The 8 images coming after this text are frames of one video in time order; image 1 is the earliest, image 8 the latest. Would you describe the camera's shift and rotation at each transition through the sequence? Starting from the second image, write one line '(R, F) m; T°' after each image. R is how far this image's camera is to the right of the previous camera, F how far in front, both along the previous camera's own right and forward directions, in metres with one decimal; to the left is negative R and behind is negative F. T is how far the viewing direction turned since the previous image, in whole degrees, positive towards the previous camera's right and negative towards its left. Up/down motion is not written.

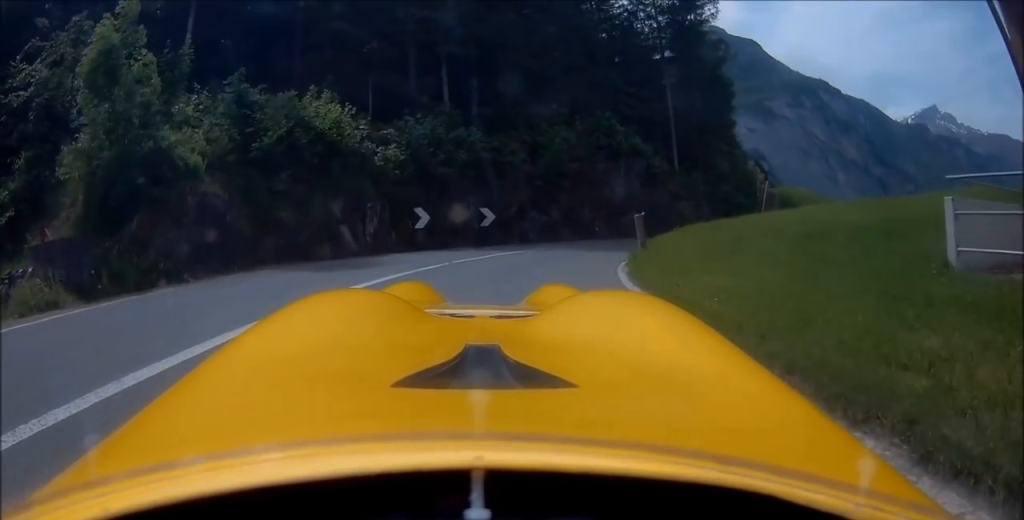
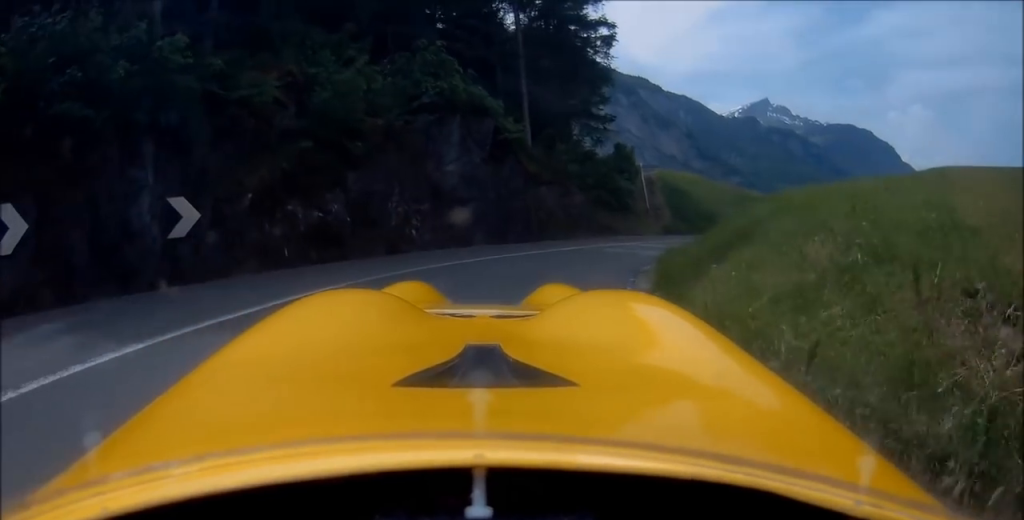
(+2.2, +13.4) m; +12°
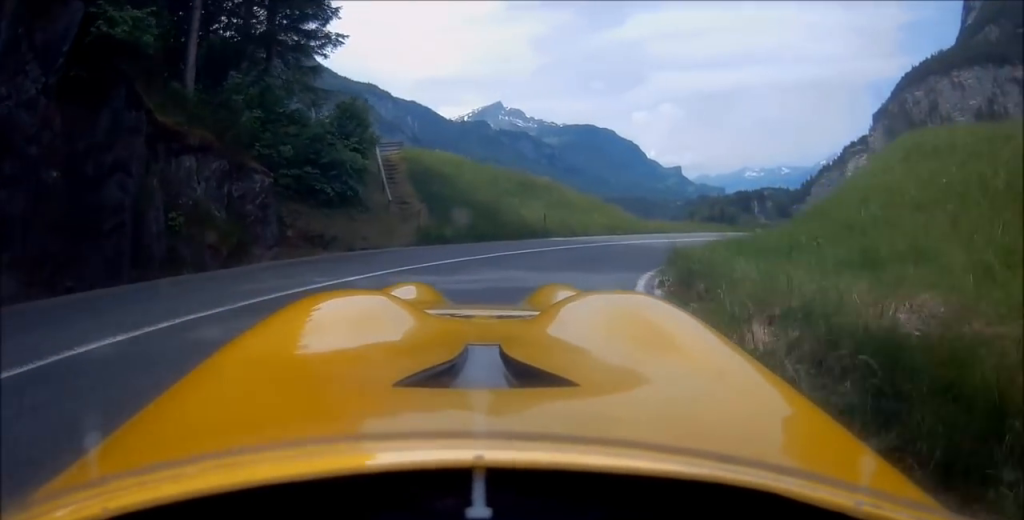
(+0.8, +13.5) m; +14°
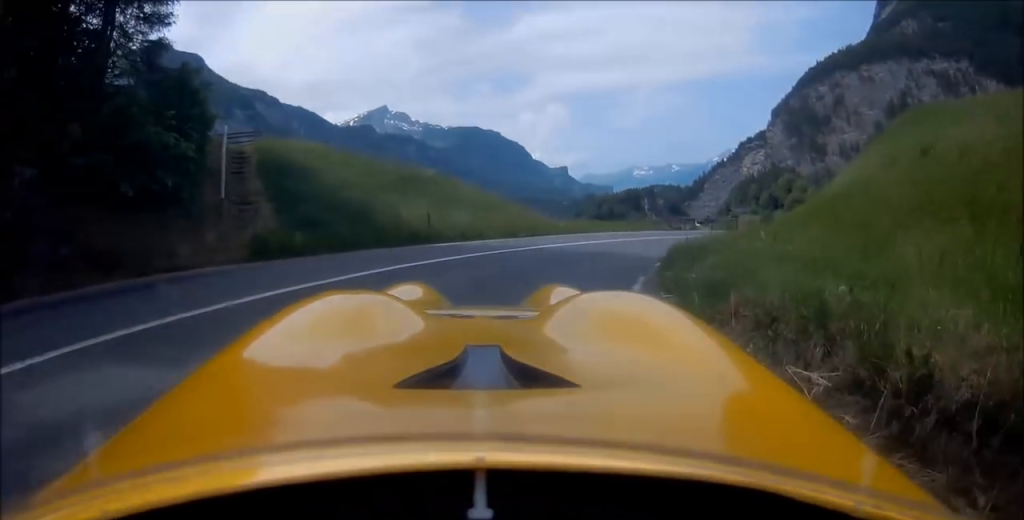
(-0.1, +5.0) m; +8°
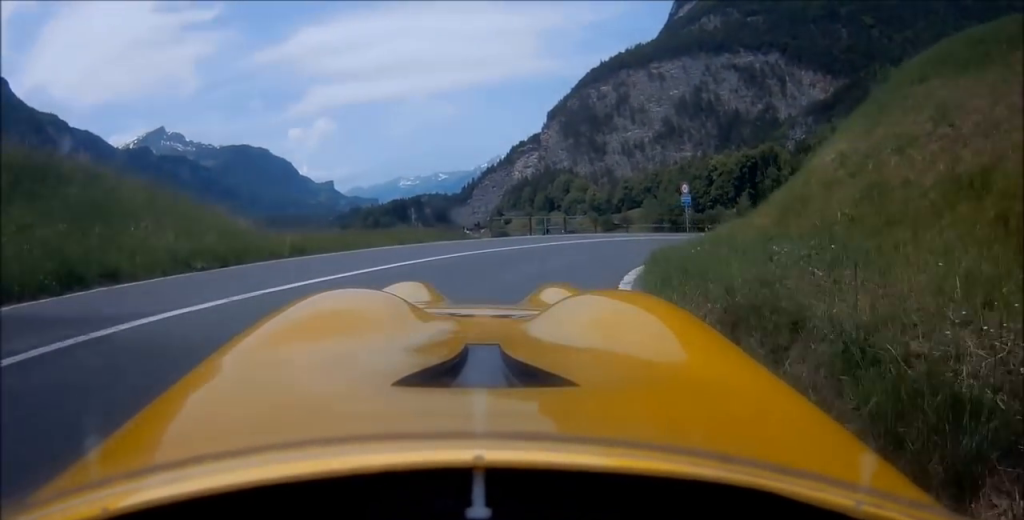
(+1.9, +10.4) m; +7°
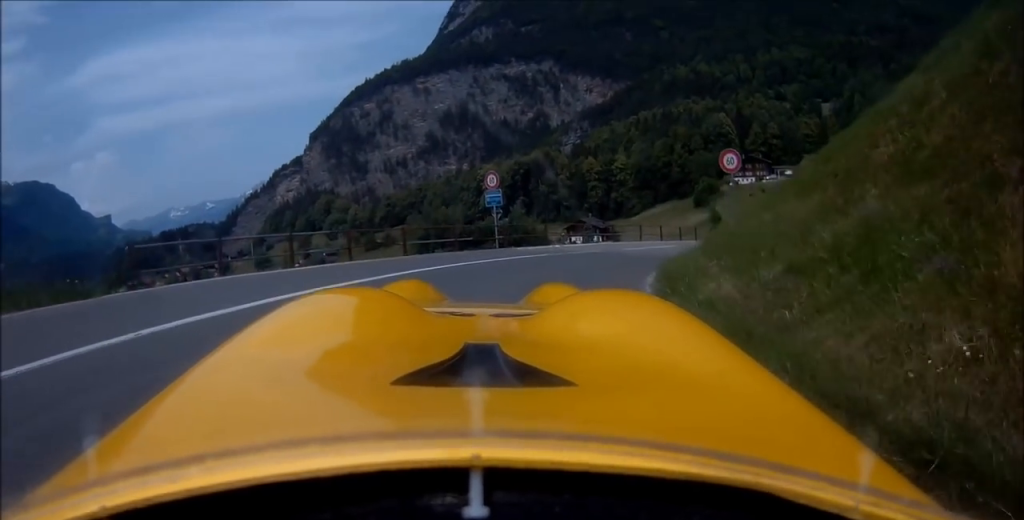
(-0.4, +9.8) m; +13°
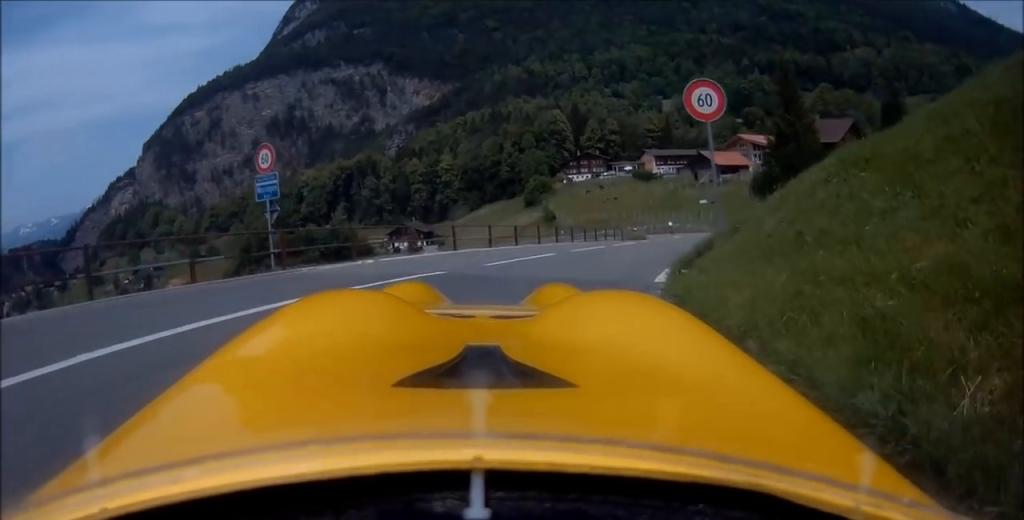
(+0.1, +6.5) m; +33°
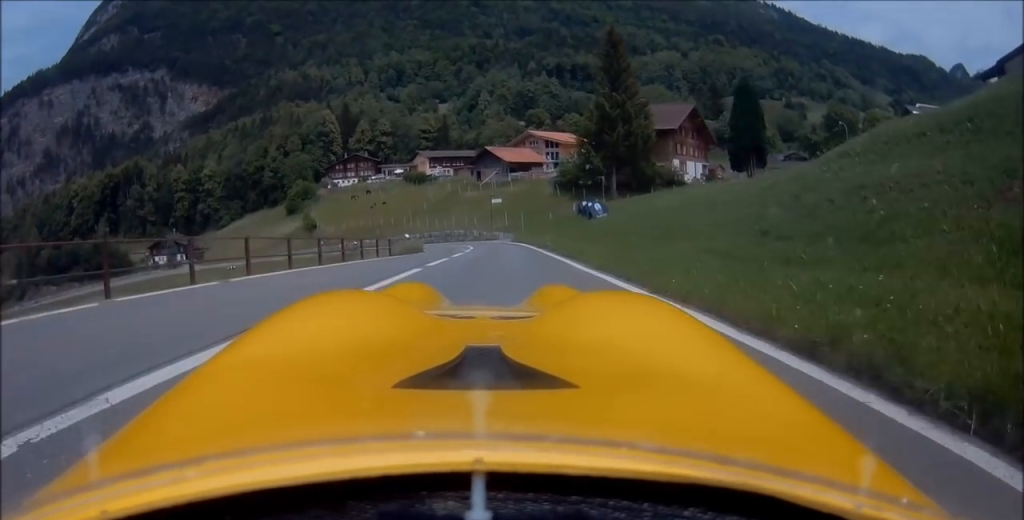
(+7.8, +9.9) m; +50°
